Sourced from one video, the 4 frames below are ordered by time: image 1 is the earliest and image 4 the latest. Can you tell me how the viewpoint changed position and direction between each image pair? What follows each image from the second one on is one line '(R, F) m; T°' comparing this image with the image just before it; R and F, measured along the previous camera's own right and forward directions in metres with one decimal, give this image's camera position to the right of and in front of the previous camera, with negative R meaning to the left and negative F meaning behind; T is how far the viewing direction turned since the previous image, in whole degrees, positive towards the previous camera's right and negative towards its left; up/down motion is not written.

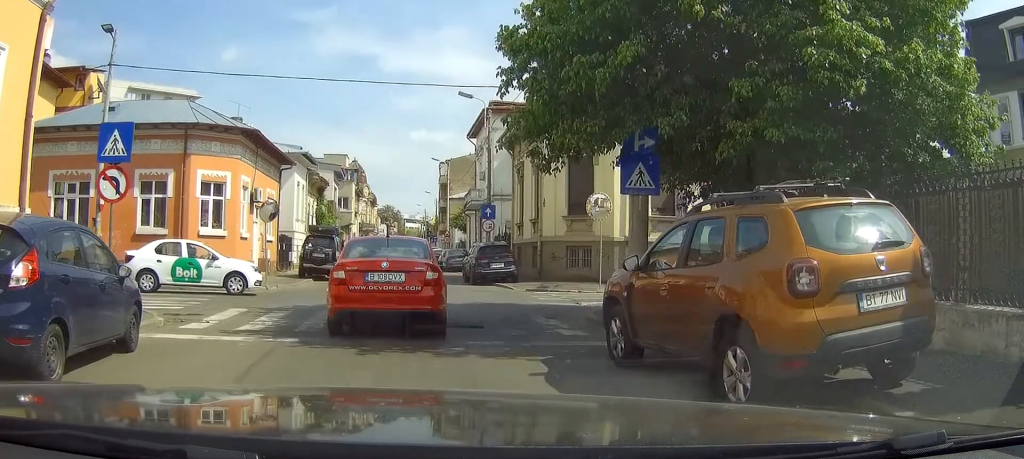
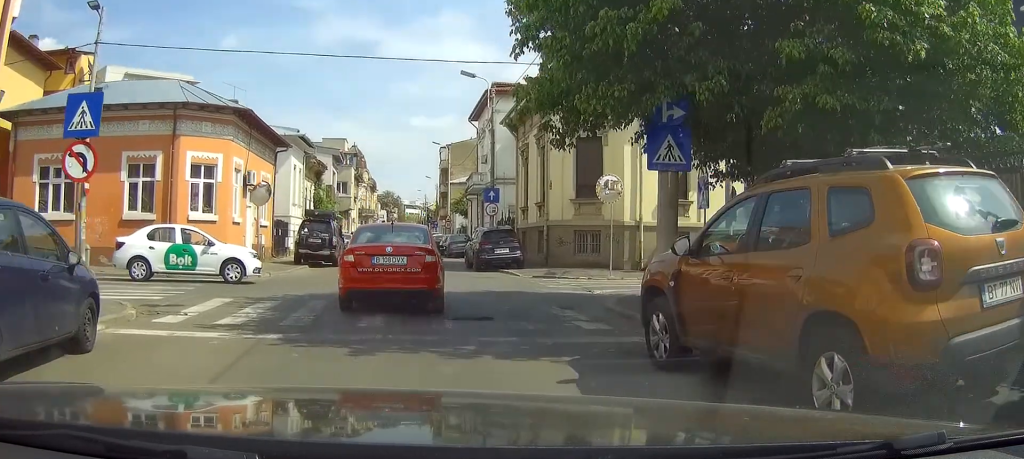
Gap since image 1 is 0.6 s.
(-0.1, +1.1) m; -6°
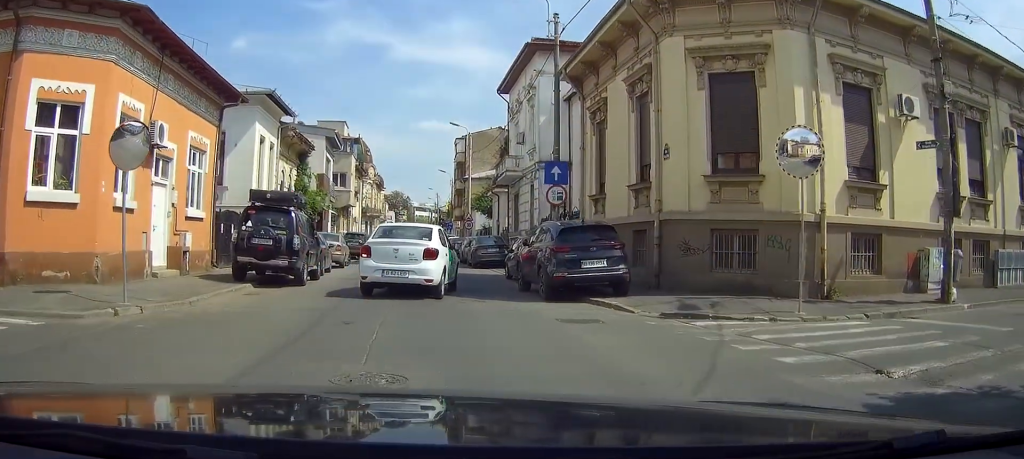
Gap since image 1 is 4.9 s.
(+3.2, +12.7) m; +18°
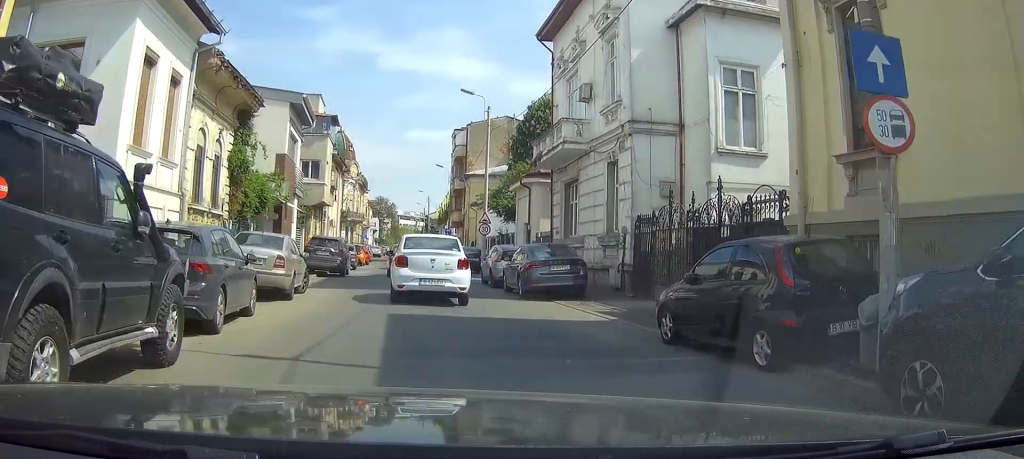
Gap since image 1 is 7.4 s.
(-0.9, +14.8) m; -4°
